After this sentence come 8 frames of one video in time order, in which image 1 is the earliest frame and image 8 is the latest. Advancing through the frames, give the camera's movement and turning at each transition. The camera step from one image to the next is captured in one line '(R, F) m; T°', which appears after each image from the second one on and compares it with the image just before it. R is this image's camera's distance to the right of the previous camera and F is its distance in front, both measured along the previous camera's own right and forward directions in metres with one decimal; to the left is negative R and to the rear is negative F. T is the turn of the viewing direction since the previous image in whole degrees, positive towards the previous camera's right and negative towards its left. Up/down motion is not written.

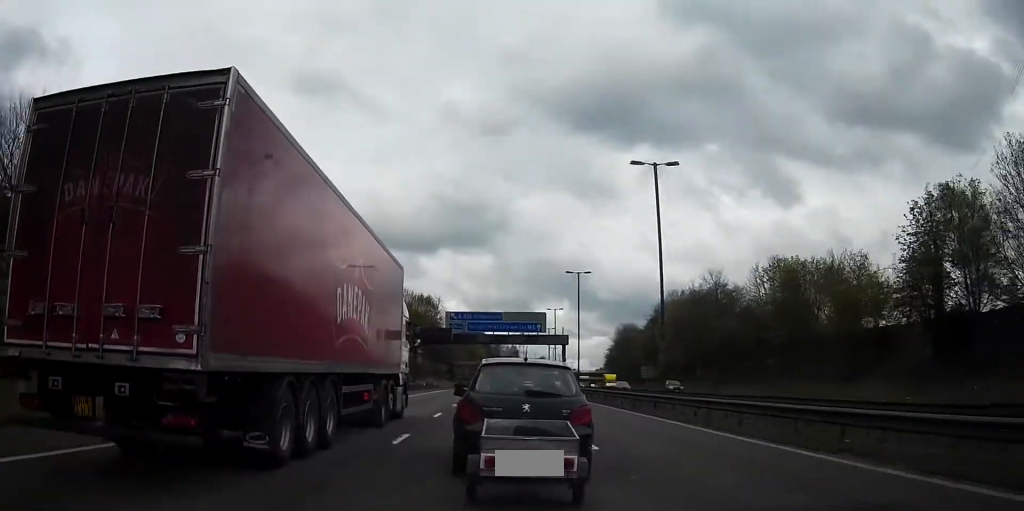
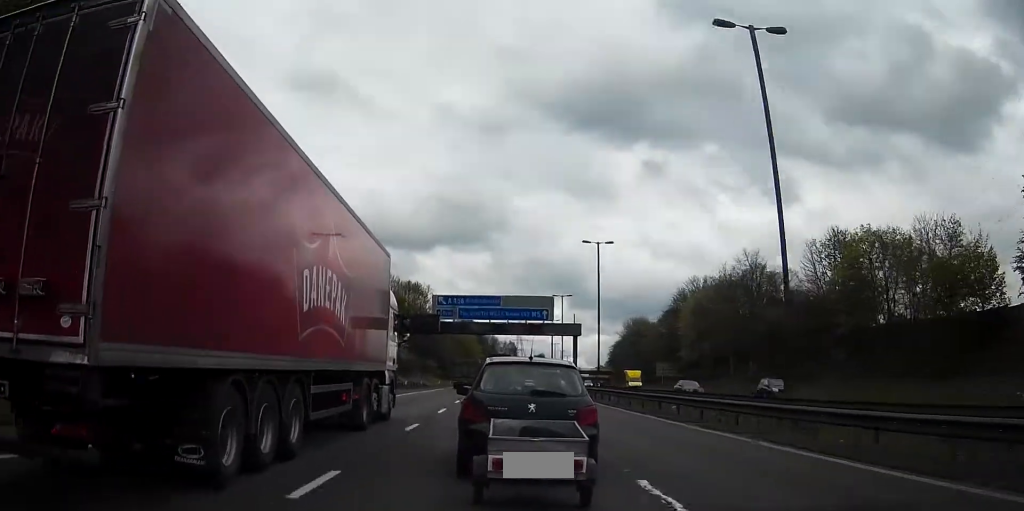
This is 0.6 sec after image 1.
(-0.1, +15.8) m; 0°
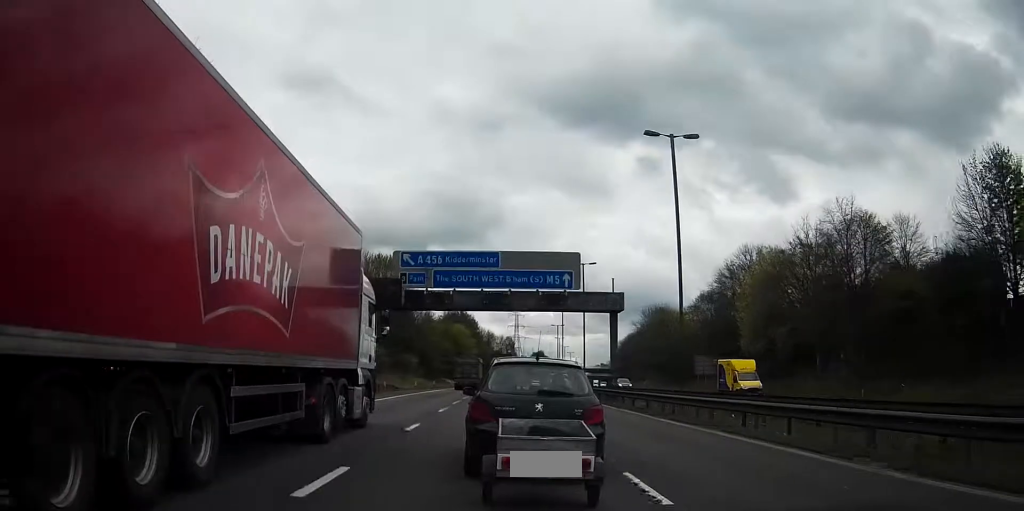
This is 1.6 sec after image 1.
(+0.1, +26.3) m; +1°
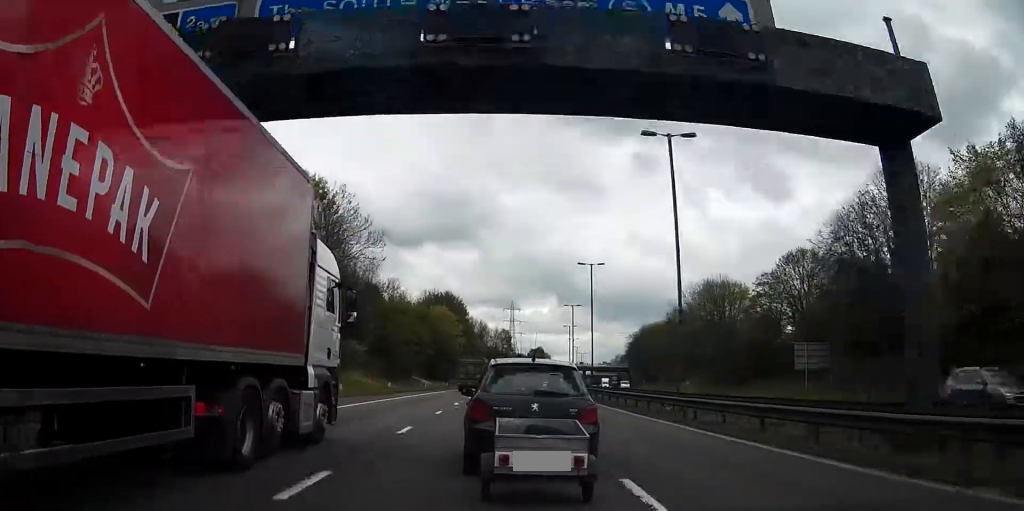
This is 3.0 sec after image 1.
(+0.2, +37.0) m; +1°
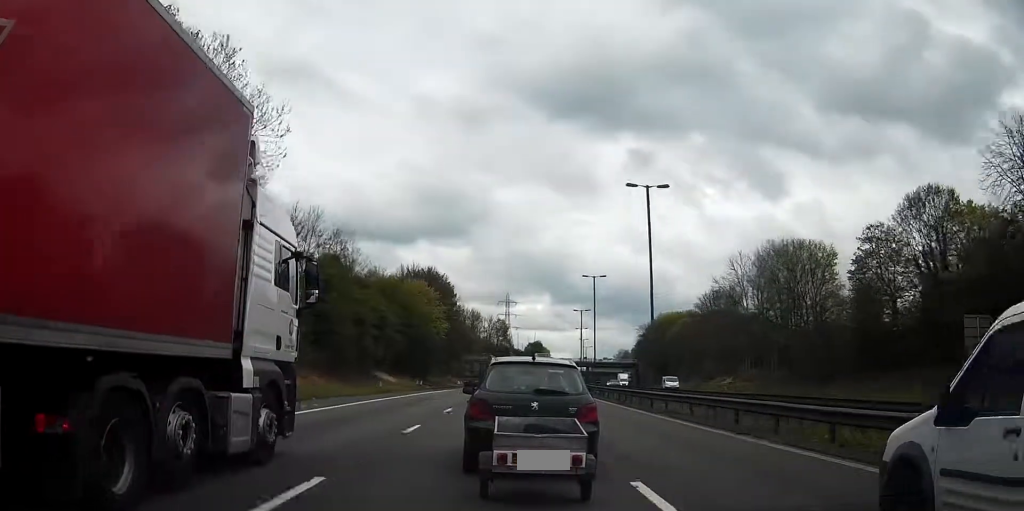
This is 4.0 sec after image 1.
(0.0, +27.7) m; +1°
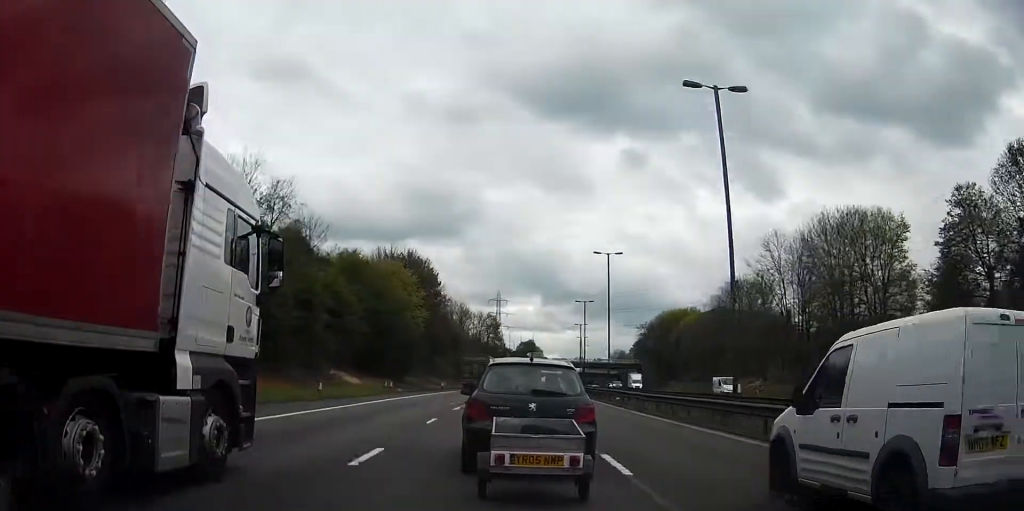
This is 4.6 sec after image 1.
(+0.1, +15.2) m; +1°
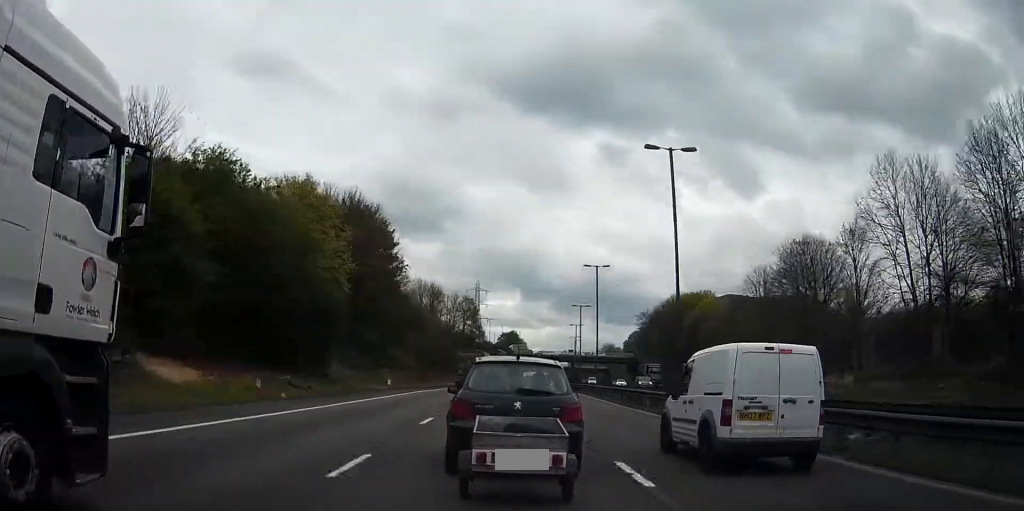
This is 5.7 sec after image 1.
(+0.4, +28.7) m; +2°
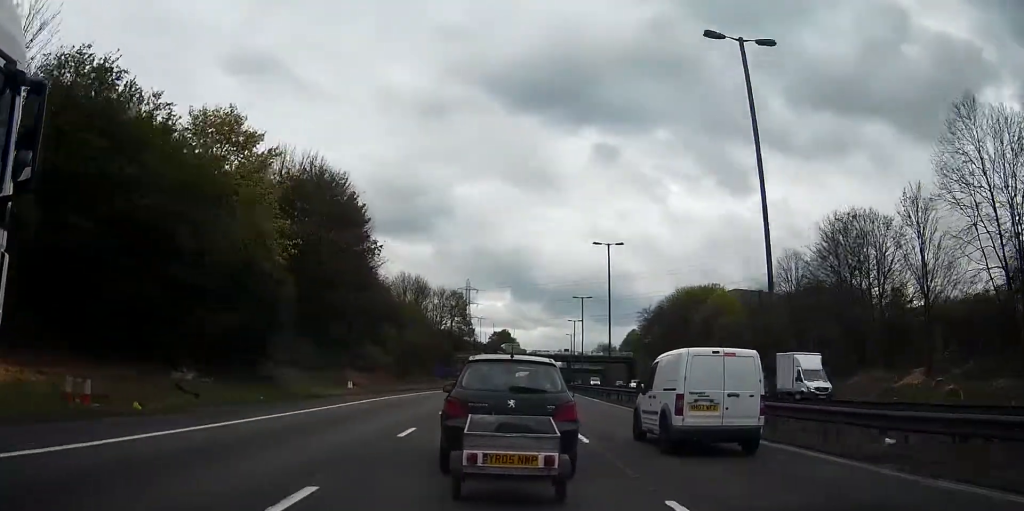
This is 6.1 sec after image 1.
(+0.1, +12.6) m; +1°
